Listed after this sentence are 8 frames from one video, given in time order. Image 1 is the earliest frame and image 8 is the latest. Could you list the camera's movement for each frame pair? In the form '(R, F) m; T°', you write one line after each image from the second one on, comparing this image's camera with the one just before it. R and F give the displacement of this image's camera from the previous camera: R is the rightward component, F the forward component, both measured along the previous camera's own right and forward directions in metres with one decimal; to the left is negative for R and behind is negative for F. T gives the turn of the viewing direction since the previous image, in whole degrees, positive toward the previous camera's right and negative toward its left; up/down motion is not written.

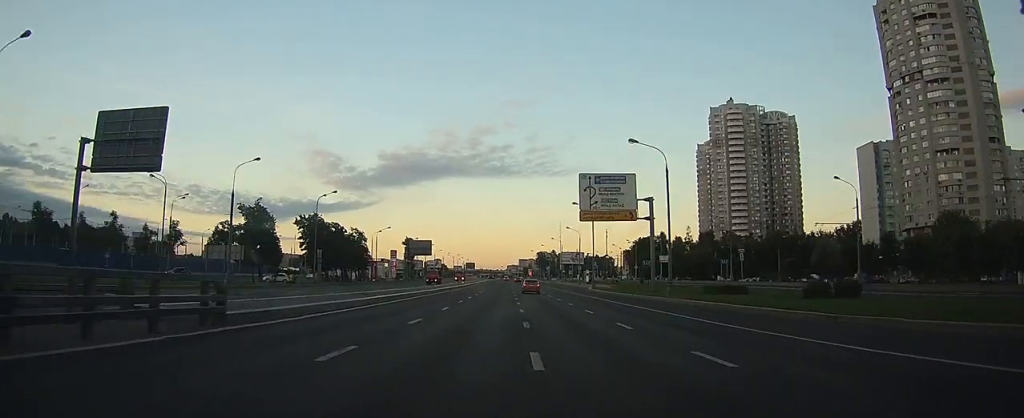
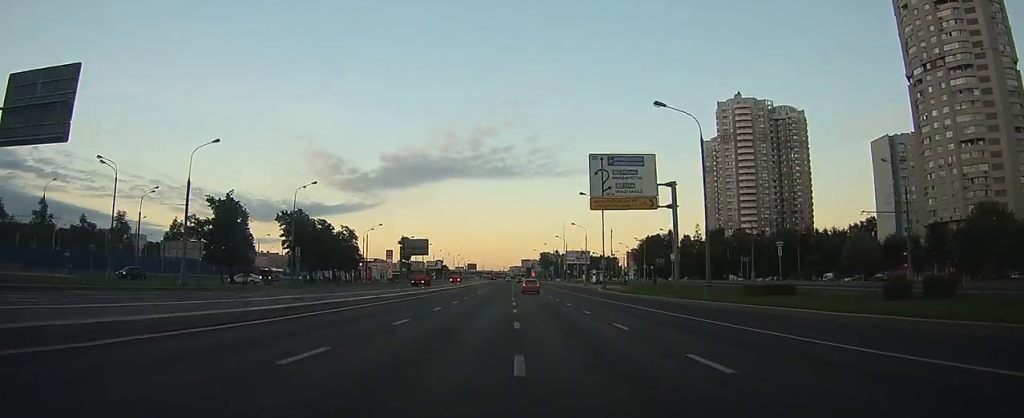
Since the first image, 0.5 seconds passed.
(0.0, +8.7) m; 0°
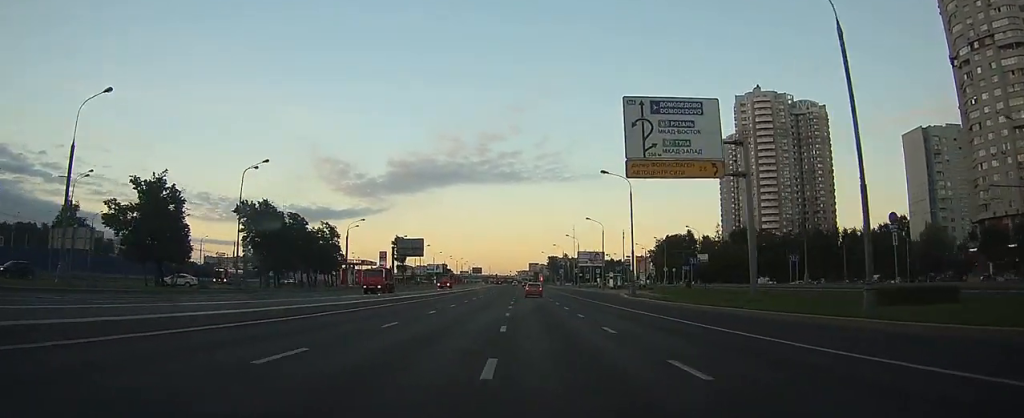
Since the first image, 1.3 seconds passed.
(0.0, +16.0) m; 0°
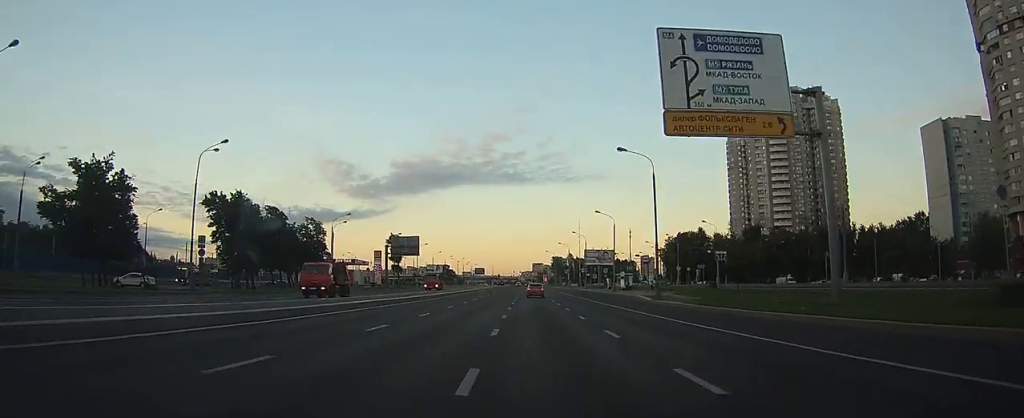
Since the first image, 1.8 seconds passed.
(0.0, +9.2) m; 0°
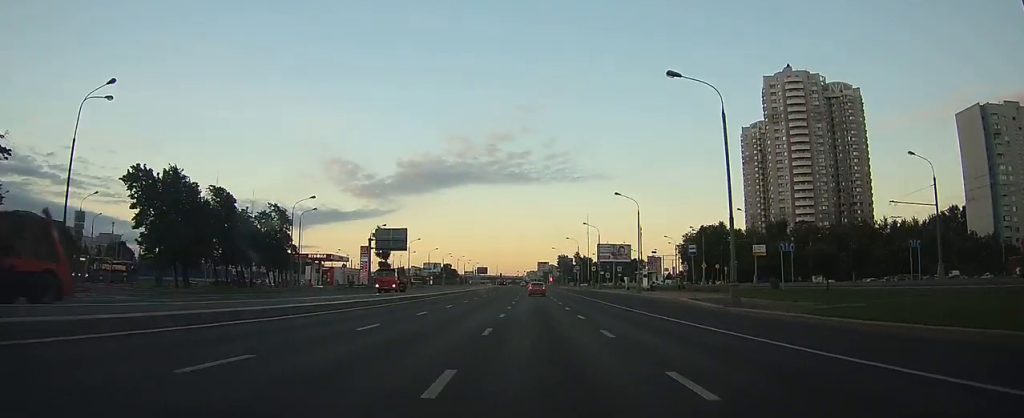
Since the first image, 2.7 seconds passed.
(-0.1, +16.4) m; -1°
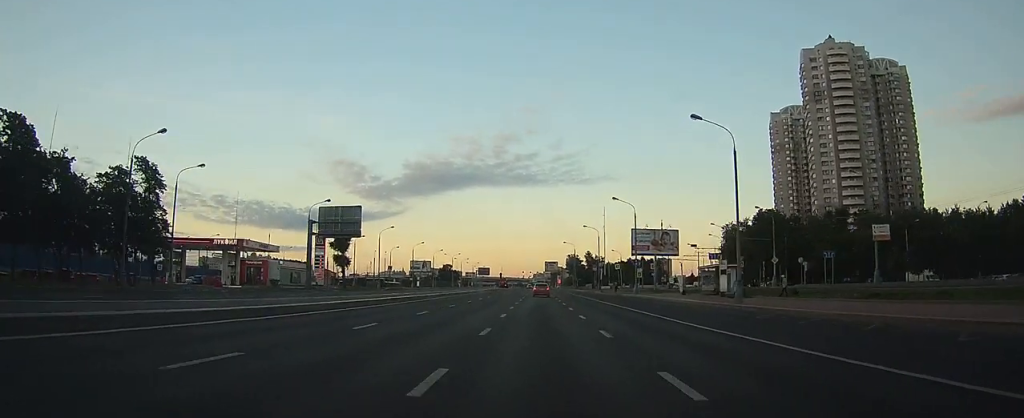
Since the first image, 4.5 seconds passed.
(-0.3, +31.9) m; -1°
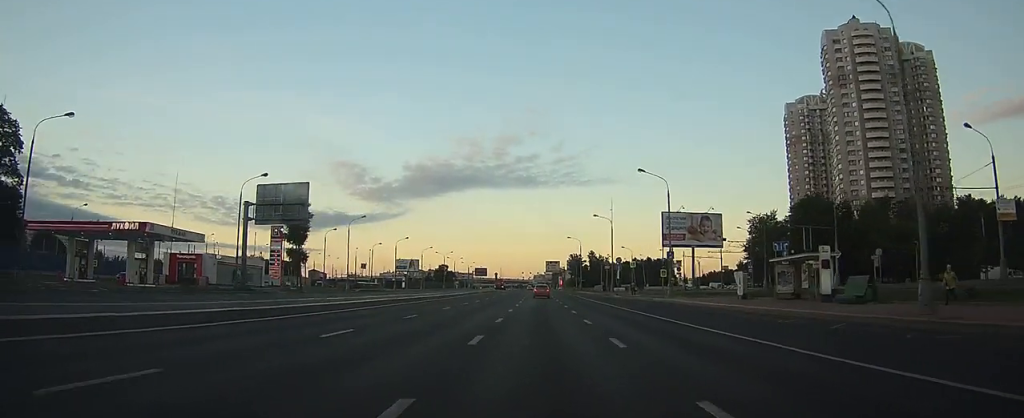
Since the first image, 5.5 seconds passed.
(-0.1, +18.0) m; 0°
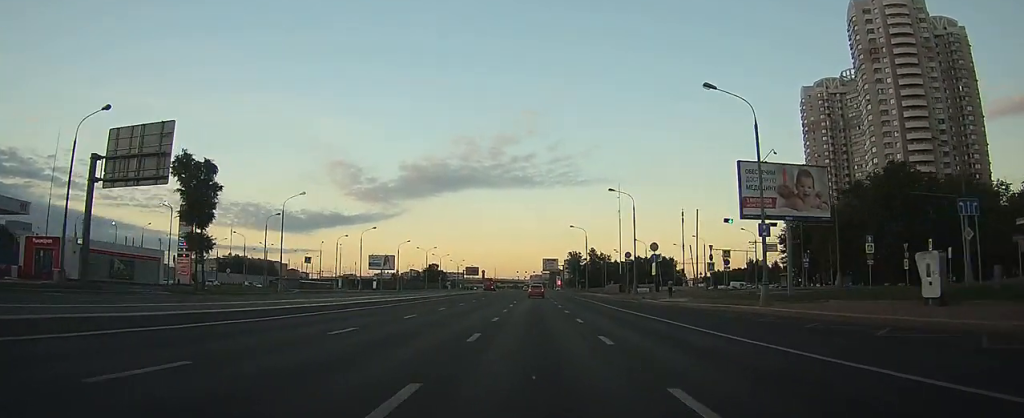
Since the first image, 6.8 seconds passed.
(+0.1, +22.8) m; 0°
